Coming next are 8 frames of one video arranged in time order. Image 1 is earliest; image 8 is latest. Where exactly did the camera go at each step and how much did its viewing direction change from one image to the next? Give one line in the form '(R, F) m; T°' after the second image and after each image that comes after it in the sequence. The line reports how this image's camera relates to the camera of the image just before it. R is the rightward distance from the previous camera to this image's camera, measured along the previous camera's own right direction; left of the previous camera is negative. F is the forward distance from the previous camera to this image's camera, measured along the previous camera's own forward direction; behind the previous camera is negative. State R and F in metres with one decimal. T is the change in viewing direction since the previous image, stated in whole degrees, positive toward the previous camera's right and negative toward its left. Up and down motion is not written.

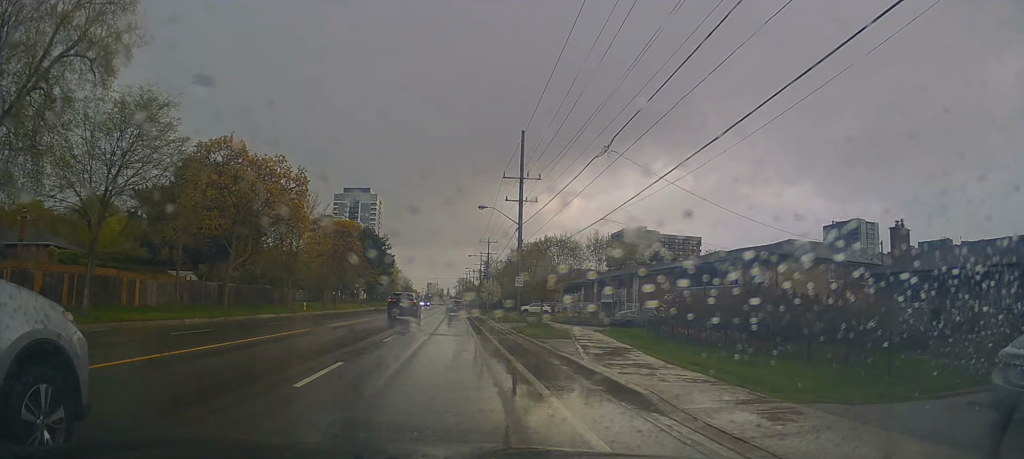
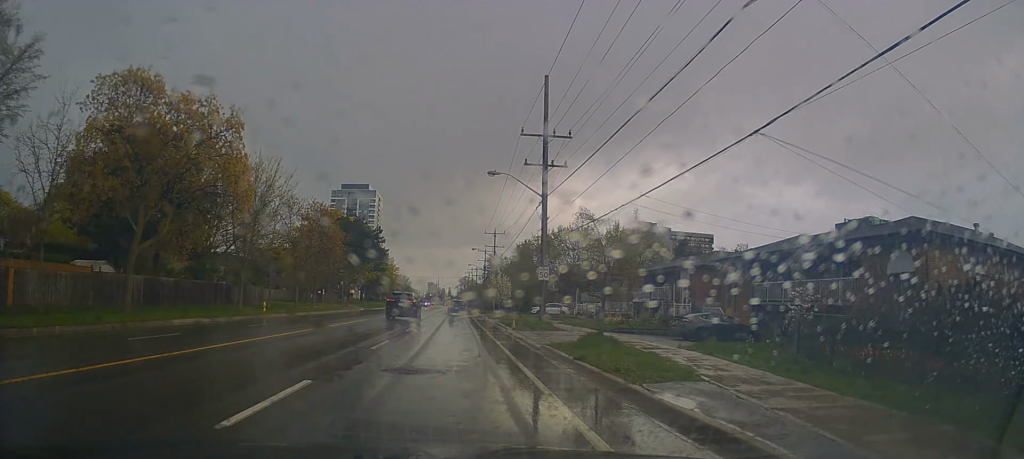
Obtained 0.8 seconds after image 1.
(-0.2, +11.5) m; 0°
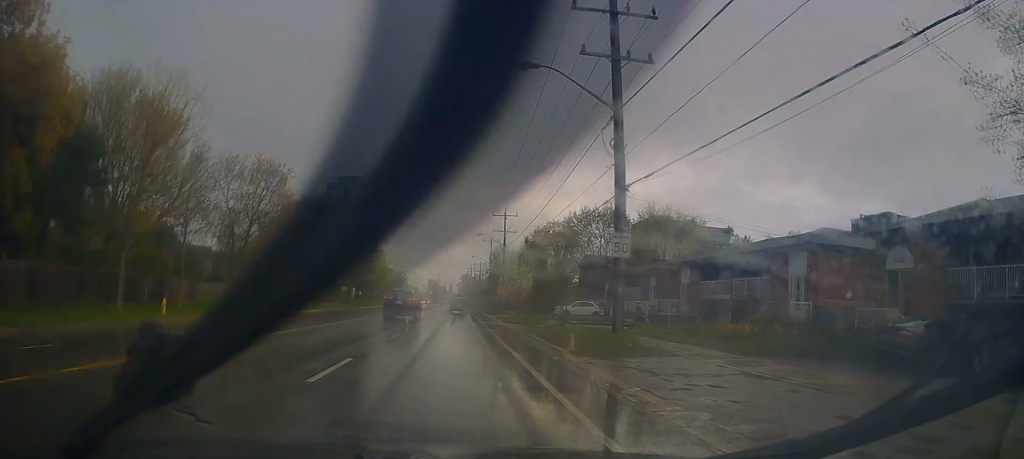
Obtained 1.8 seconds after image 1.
(+0.1, +15.1) m; 0°
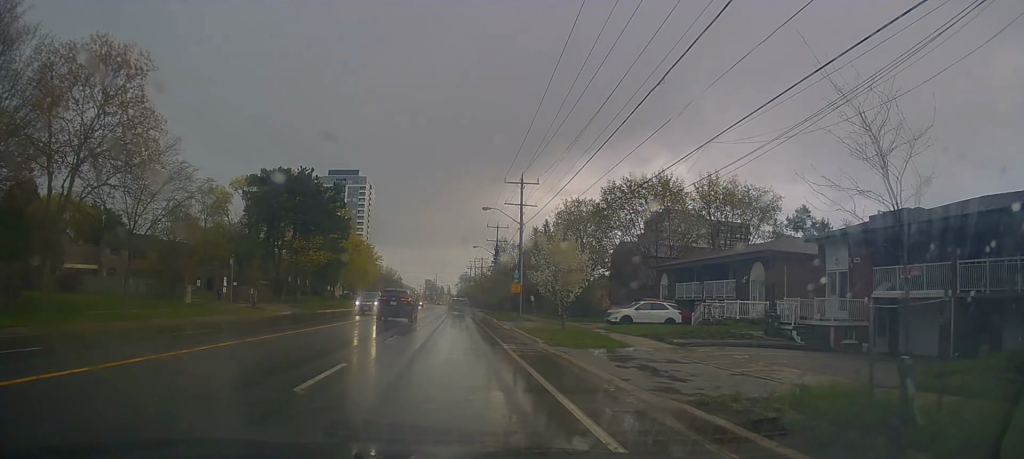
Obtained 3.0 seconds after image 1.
(0.0, +18.3) m; 0°
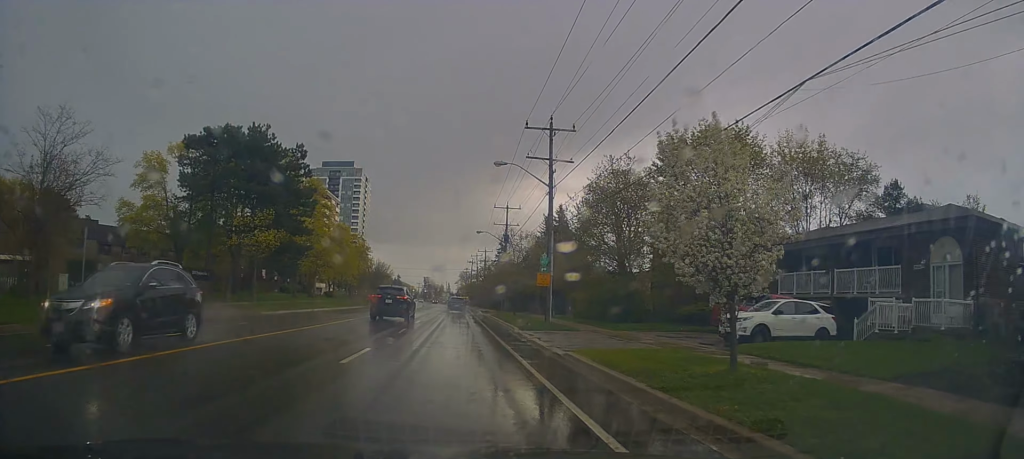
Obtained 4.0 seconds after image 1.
(-0.1, +15.2) m; -1°
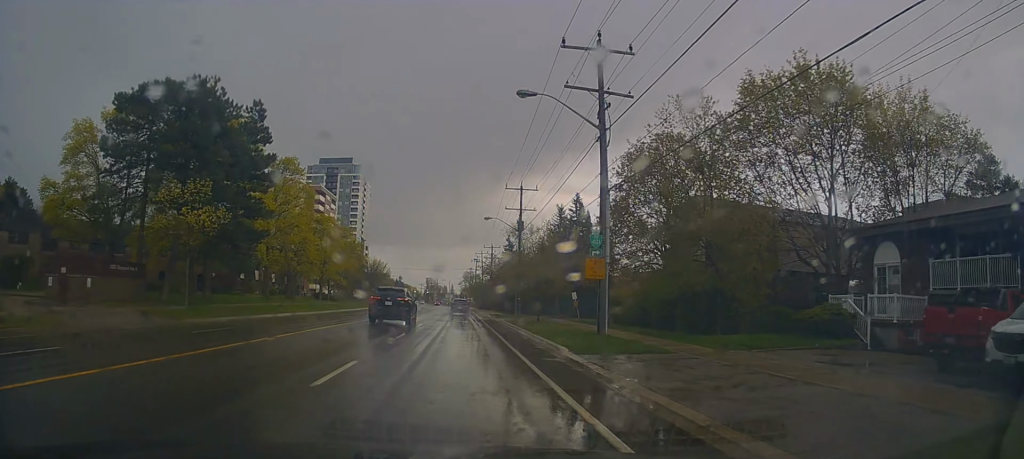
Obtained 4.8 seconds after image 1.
(-0.3, +11.3) m; 0°
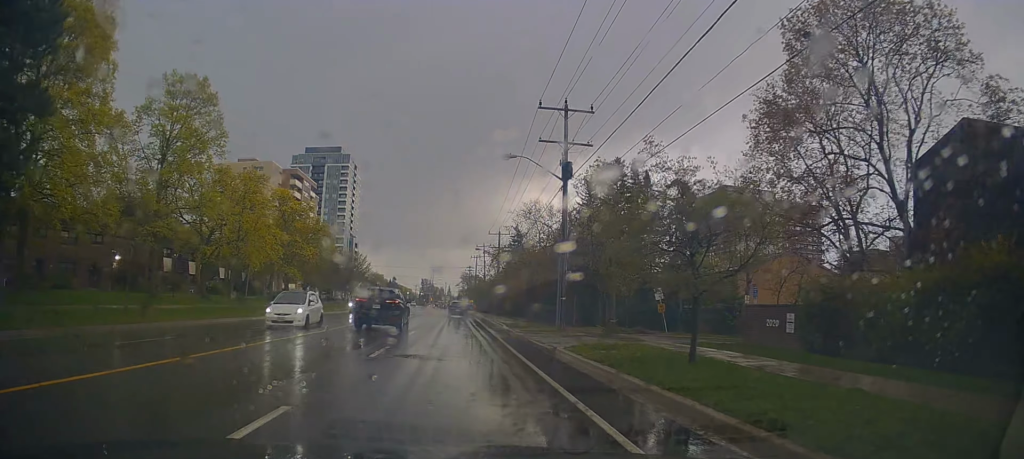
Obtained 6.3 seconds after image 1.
(+1.3, +22.3) m; +2°
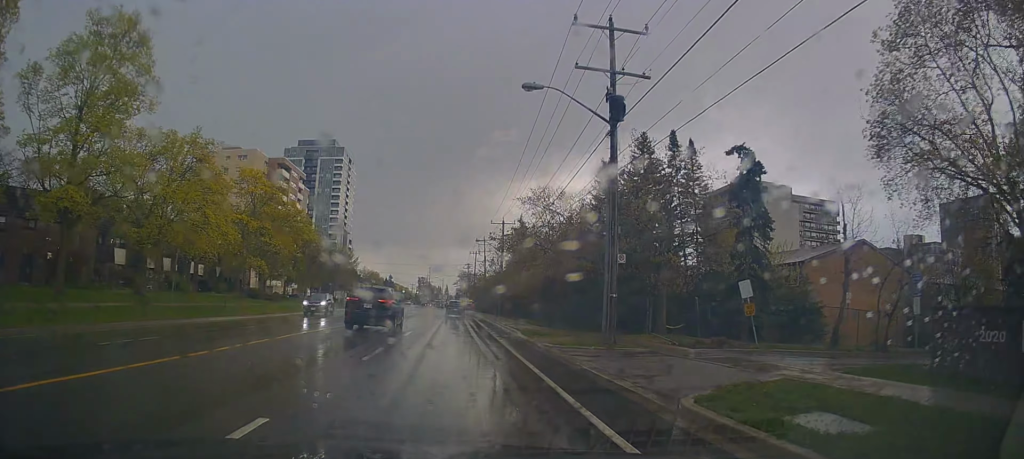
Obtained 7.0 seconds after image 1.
(-0.2, +9.4) m; -1°
